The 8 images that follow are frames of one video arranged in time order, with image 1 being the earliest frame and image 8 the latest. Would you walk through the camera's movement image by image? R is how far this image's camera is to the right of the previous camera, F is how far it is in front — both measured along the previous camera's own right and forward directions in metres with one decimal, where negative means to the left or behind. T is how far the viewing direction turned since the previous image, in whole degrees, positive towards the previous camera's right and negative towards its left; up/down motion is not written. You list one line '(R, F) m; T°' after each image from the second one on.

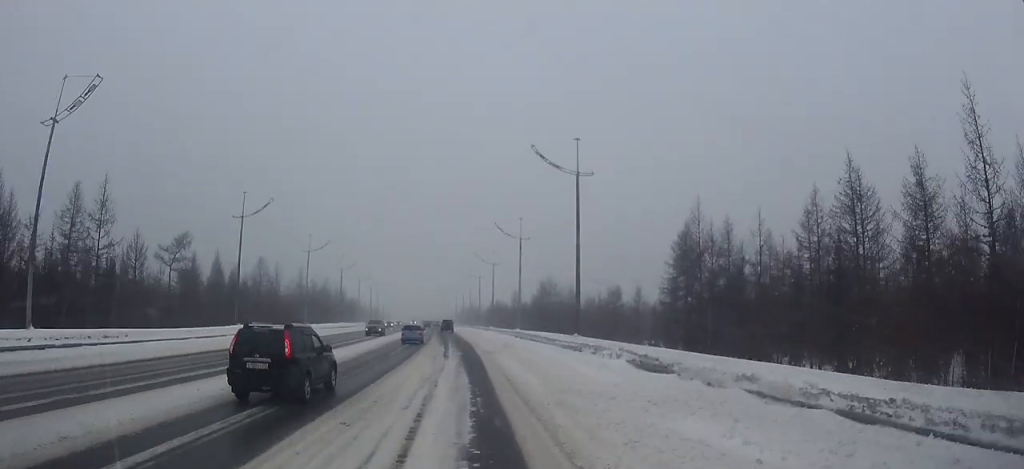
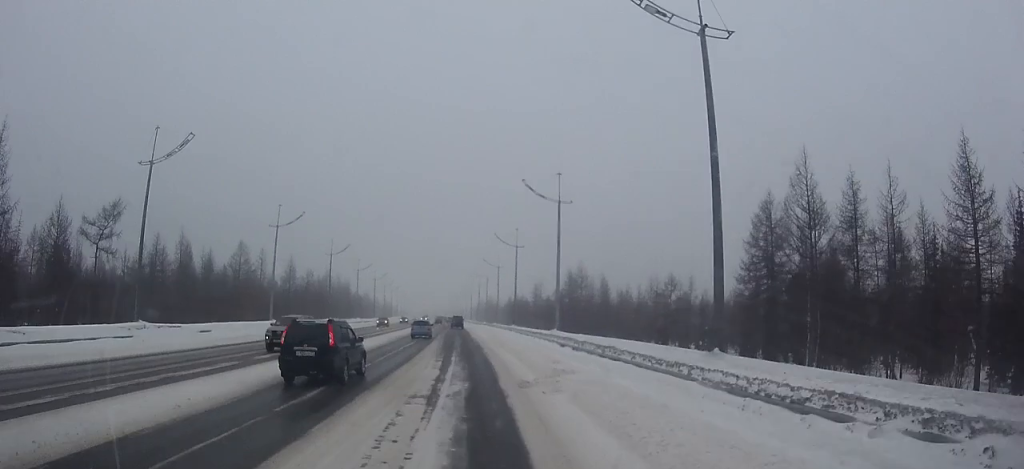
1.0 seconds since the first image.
(-0.3, +16.7) m; -2°
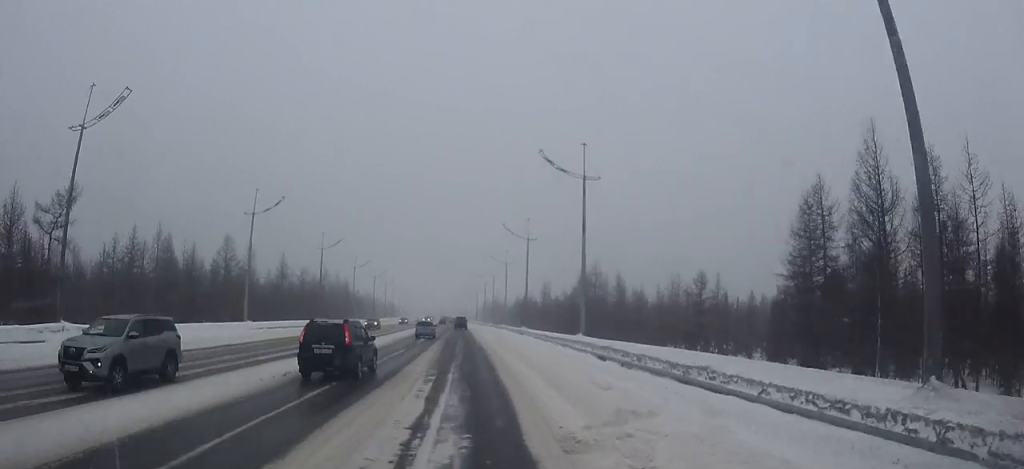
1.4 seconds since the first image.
(0.0, +7.5) m; -1°
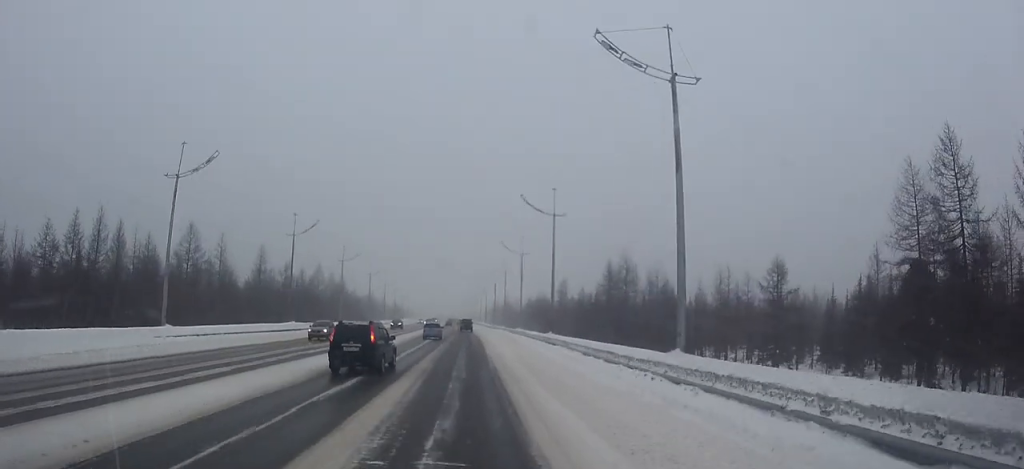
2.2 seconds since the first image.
(-0.1, +14.3) m; -1°
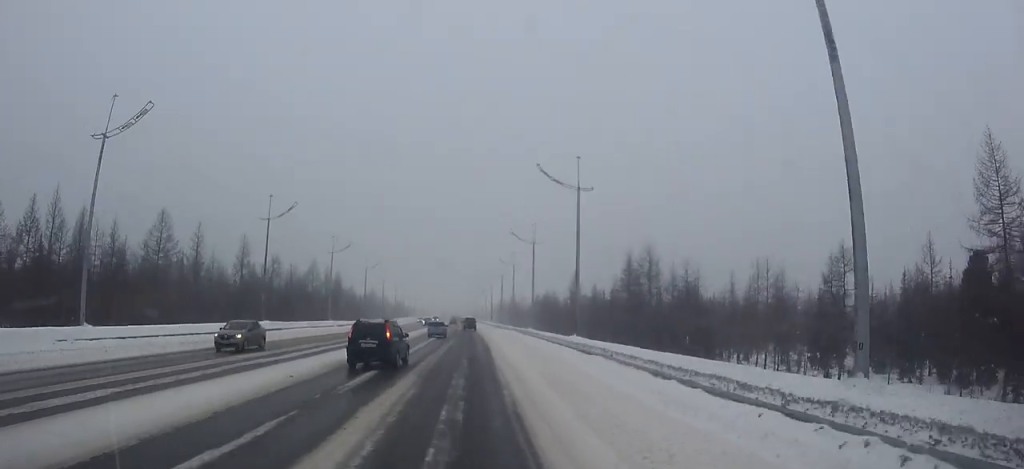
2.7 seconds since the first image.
(0.0, +8.6) m; 0°
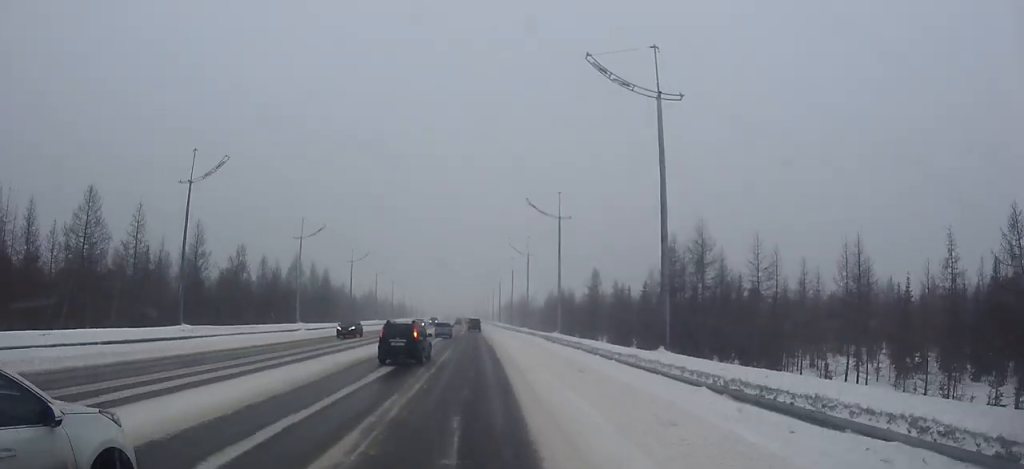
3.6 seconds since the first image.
(-0.1, +15.4) m; 0°
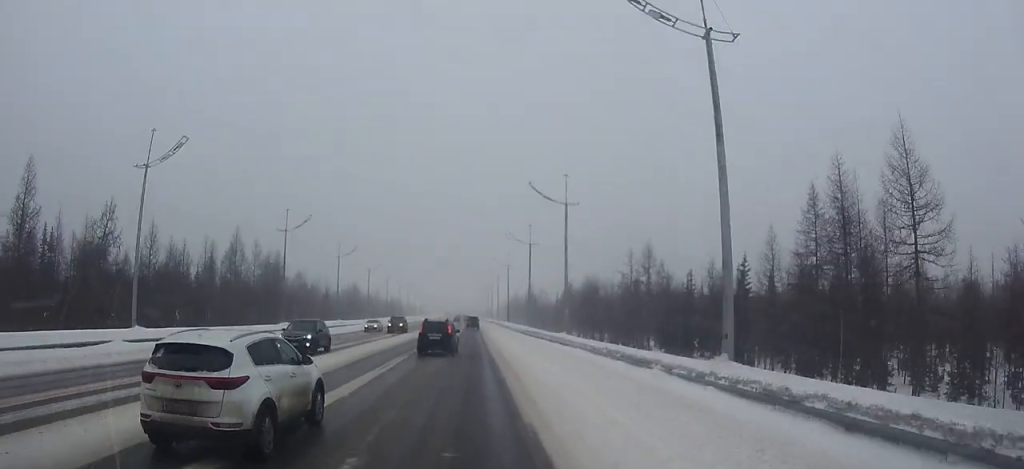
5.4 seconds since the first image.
(-0.1, +29.8) m; 0°
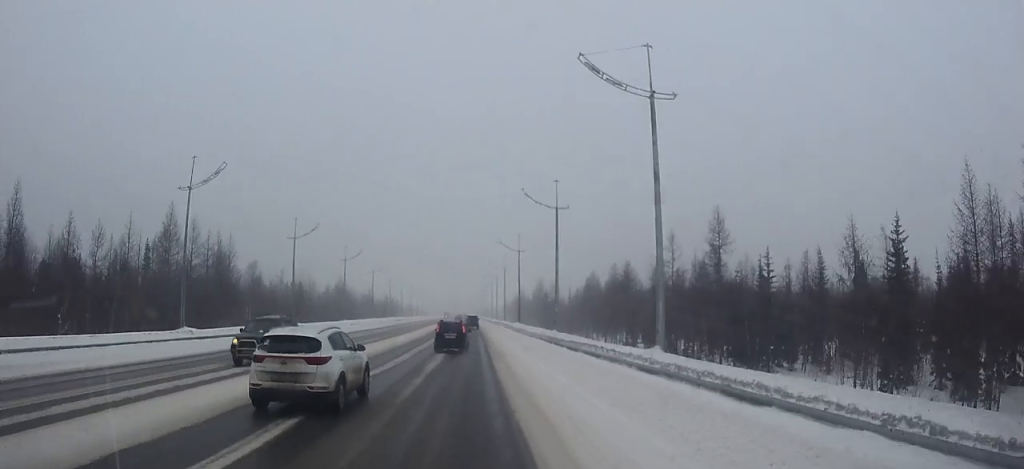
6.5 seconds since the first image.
(0.0, +20.0) m; 0°
